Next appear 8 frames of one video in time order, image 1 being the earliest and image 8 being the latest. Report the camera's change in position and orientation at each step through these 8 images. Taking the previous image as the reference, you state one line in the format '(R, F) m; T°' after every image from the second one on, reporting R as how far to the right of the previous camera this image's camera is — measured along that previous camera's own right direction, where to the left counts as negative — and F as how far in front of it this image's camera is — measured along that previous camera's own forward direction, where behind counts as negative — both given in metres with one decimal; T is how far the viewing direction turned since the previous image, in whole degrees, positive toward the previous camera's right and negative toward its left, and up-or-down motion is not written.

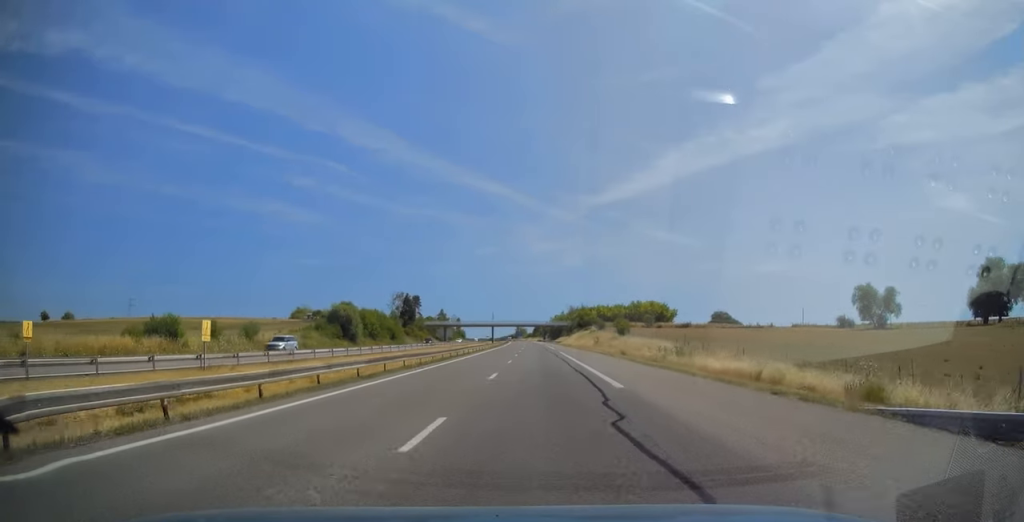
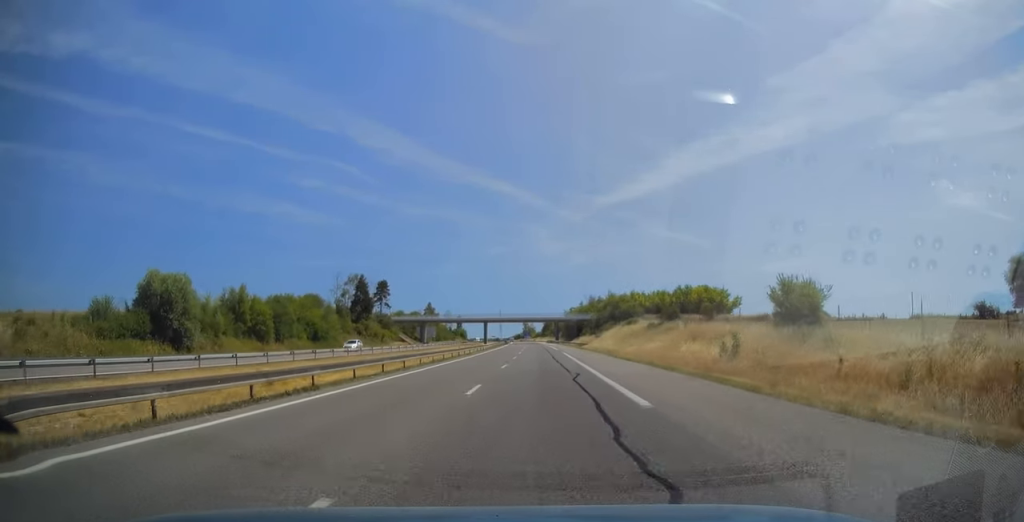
(-0.3, +56.1) m; 0°
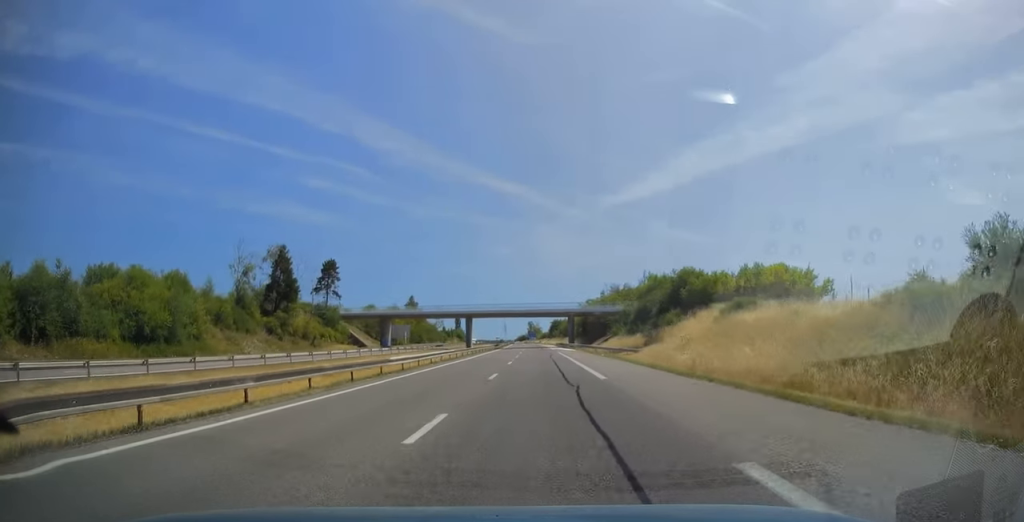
(-0.2, +44.4) m; -1°
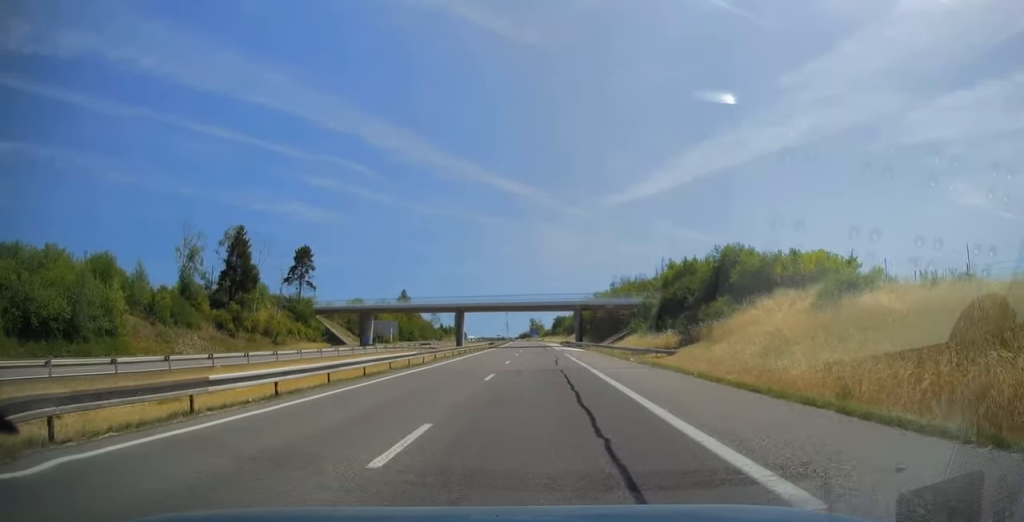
(0.0, +14.3) m; 0°
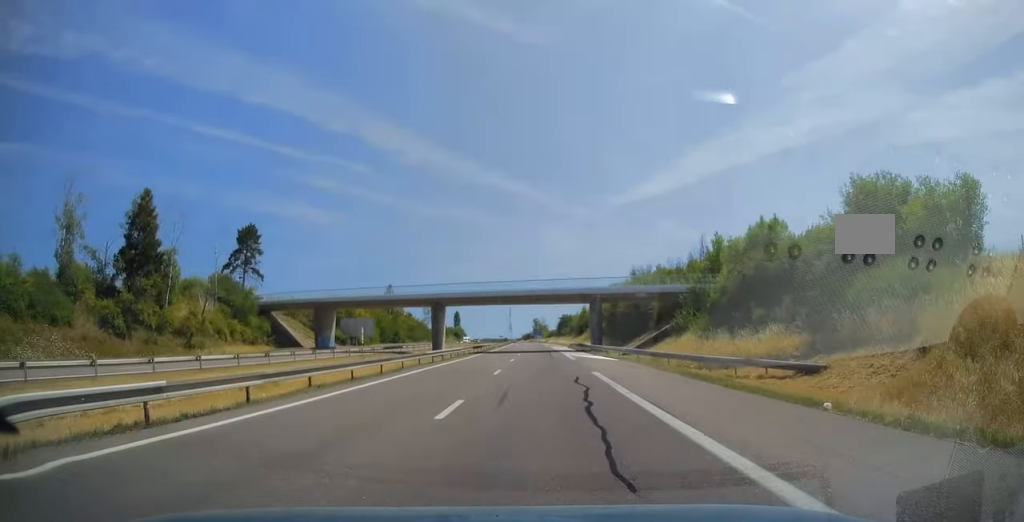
(+0.1, +21.4) m; -1°
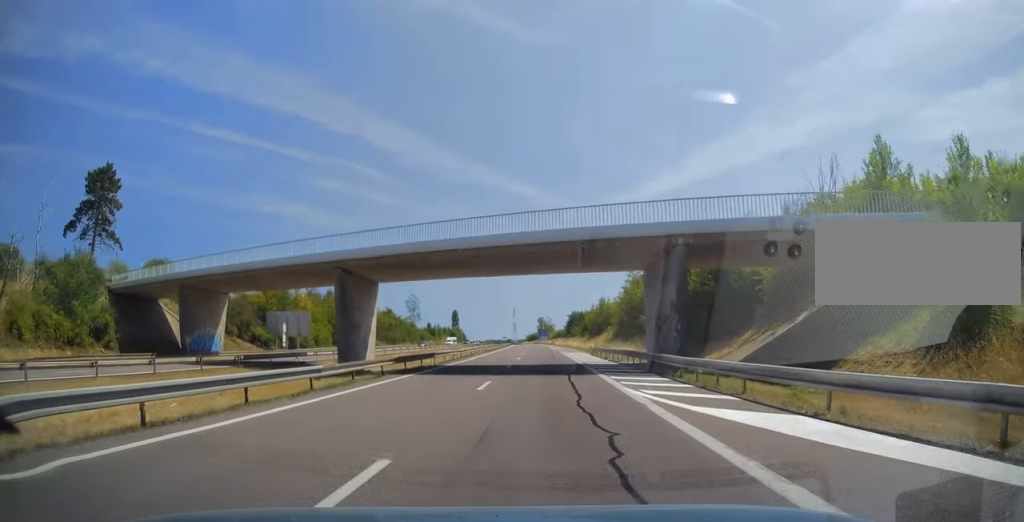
(-0.4, +32.2) m; -1°
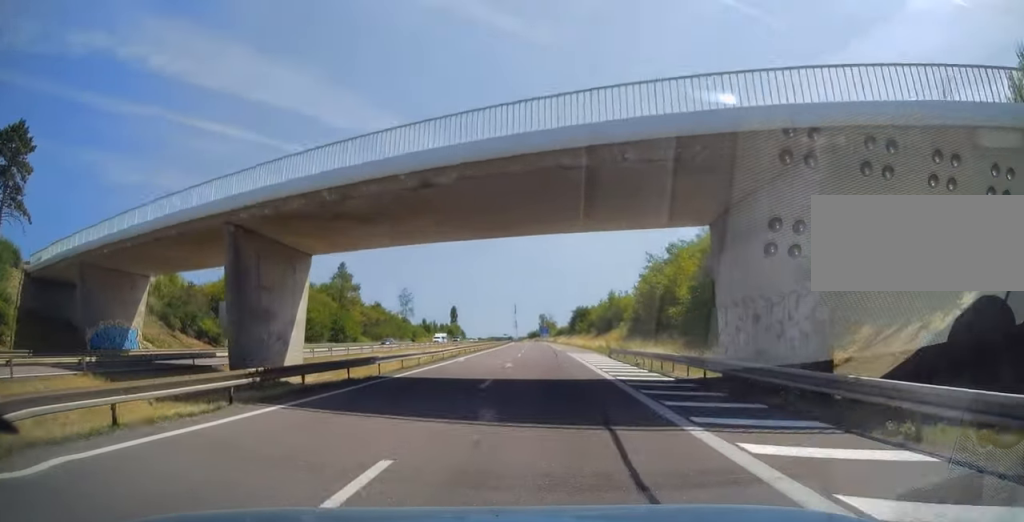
(0.0, +12.8) m; 0°
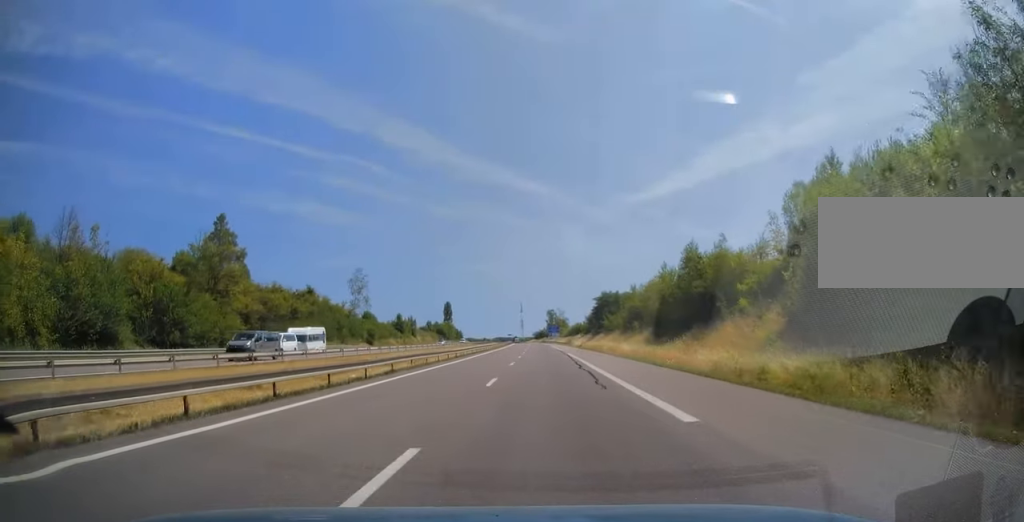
(0.0, +50.0) m; 0°
